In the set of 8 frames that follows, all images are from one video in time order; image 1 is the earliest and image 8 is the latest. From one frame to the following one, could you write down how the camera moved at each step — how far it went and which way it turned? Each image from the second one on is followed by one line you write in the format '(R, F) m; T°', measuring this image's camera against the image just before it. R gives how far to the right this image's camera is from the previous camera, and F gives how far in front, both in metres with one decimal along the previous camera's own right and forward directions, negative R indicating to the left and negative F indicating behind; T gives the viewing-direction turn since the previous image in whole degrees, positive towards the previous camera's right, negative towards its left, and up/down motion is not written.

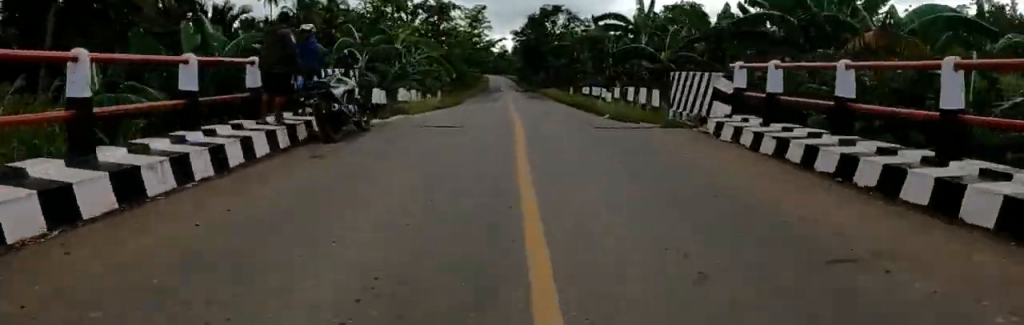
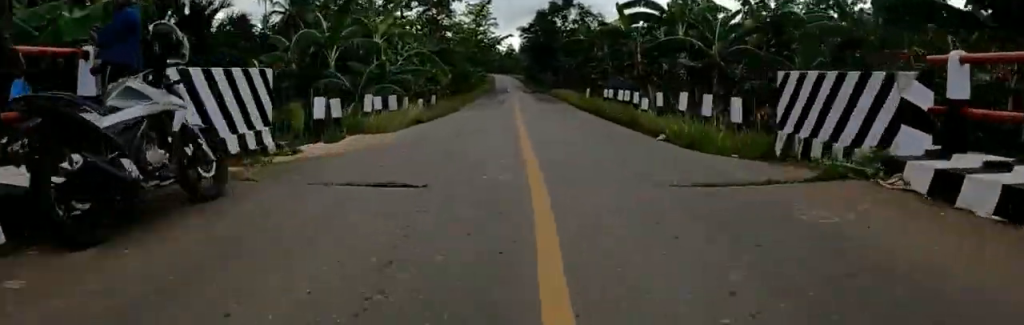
(0.0, +5.8) m; 0°
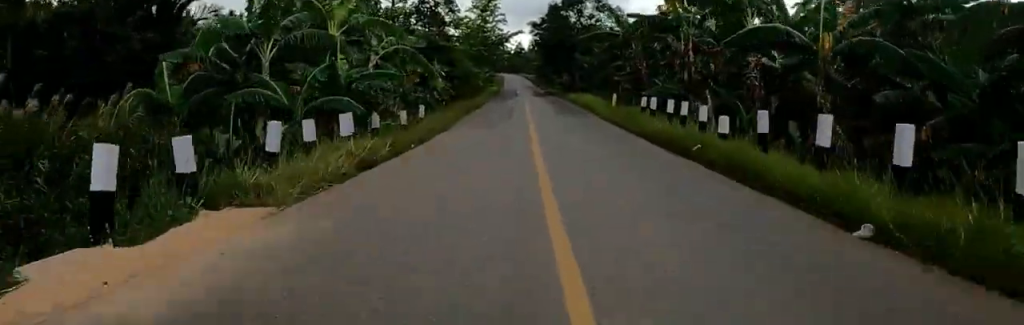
(+0.1, +7.1) m; 0°
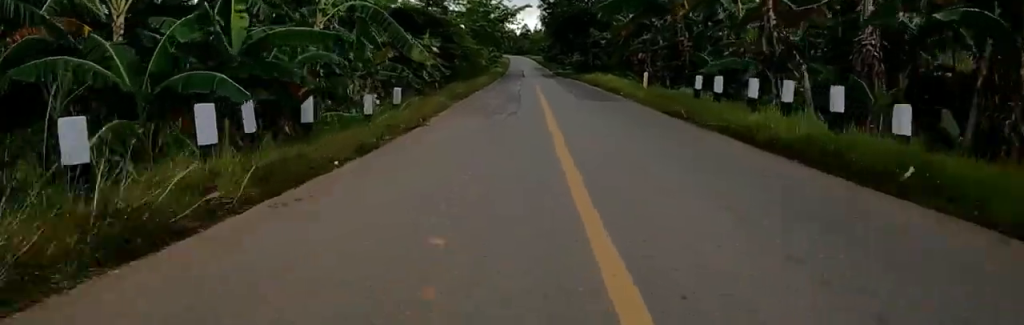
(+0.1, +6.7) m; 0°
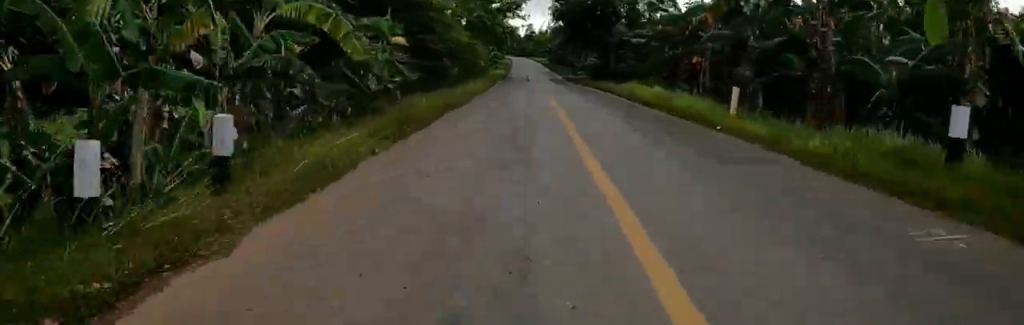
(0.0, +11.1) m; 0°
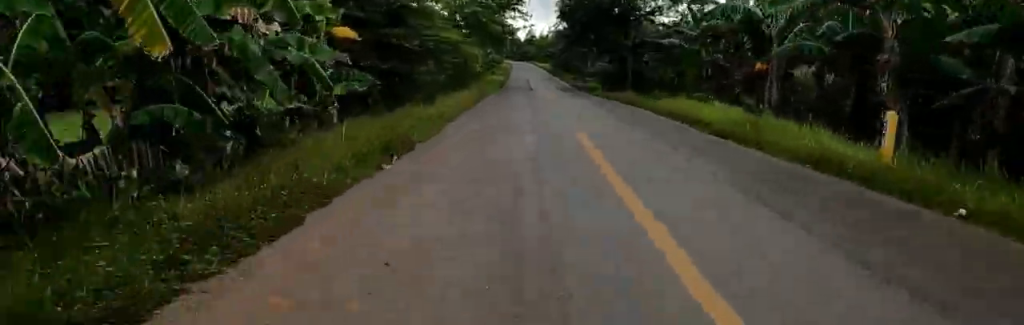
(0.0, +7.5) m; 0°
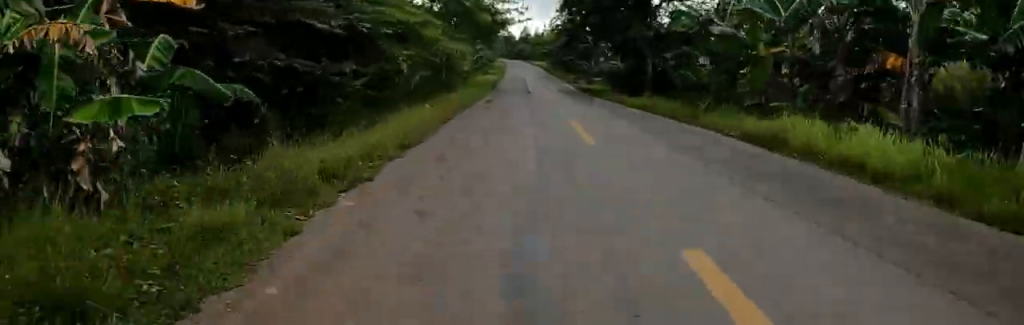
(0.0, +7.9) m; 0°
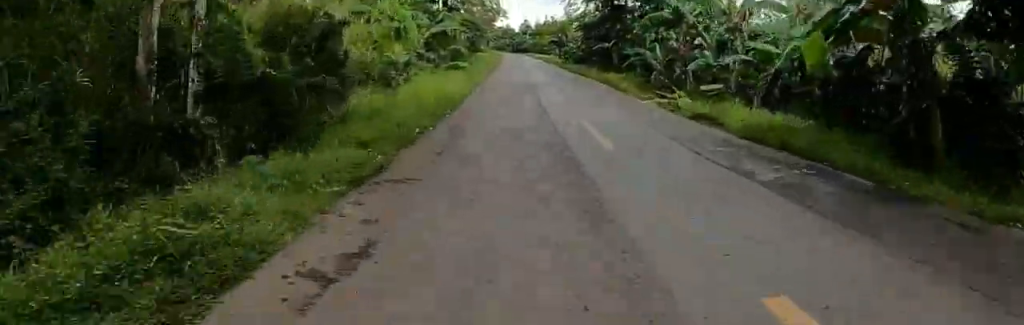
(0.0, +25.1) m; 0°
